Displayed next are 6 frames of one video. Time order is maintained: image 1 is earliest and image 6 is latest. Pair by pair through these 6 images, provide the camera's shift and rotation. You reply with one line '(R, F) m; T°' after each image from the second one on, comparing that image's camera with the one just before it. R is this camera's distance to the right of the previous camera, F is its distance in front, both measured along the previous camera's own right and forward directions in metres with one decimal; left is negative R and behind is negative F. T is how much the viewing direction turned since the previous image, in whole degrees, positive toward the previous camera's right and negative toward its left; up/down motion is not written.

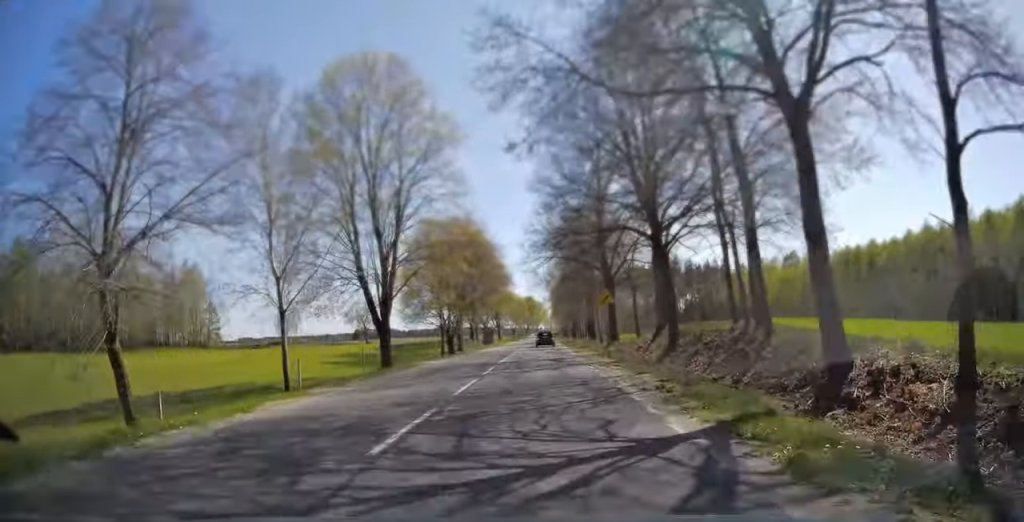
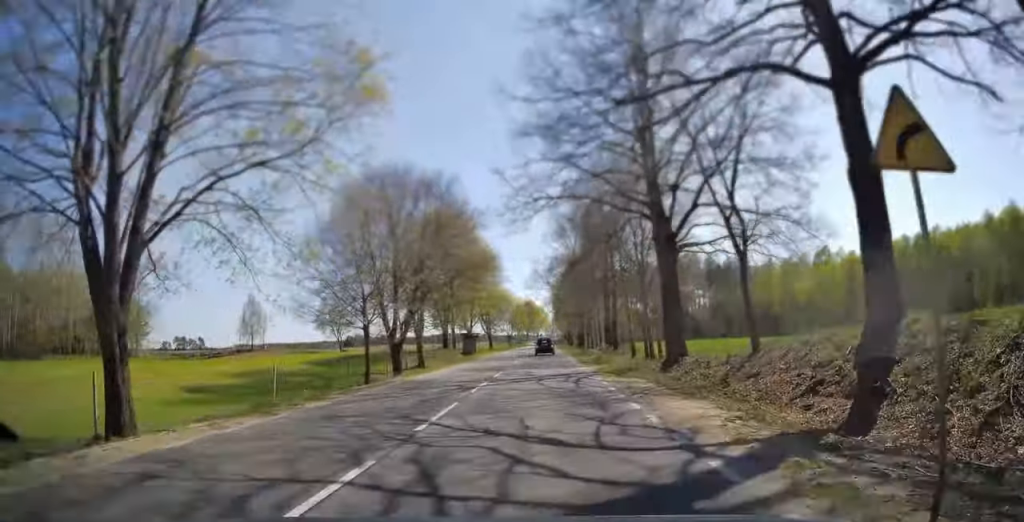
(0.0, +23.4) m; 0°
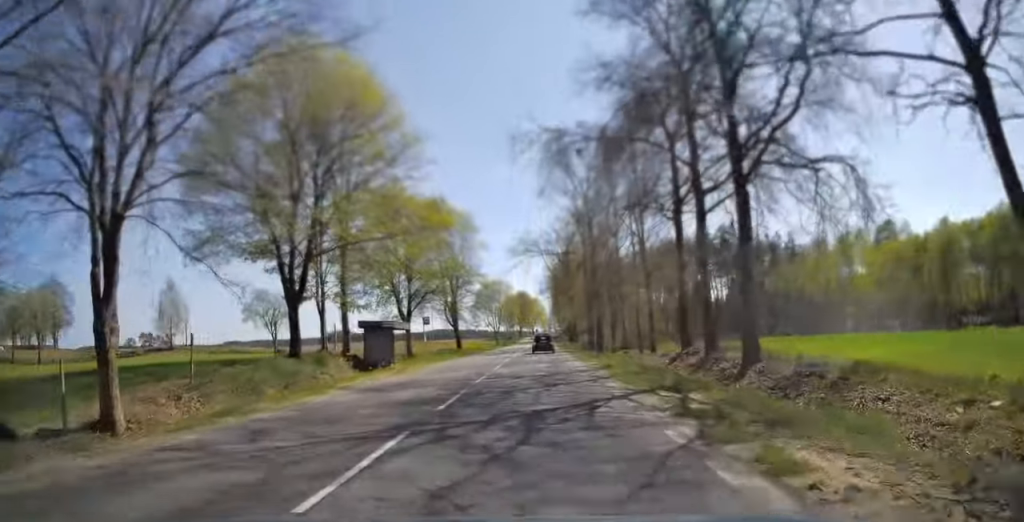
(+0.1, +35.3) m; 0°
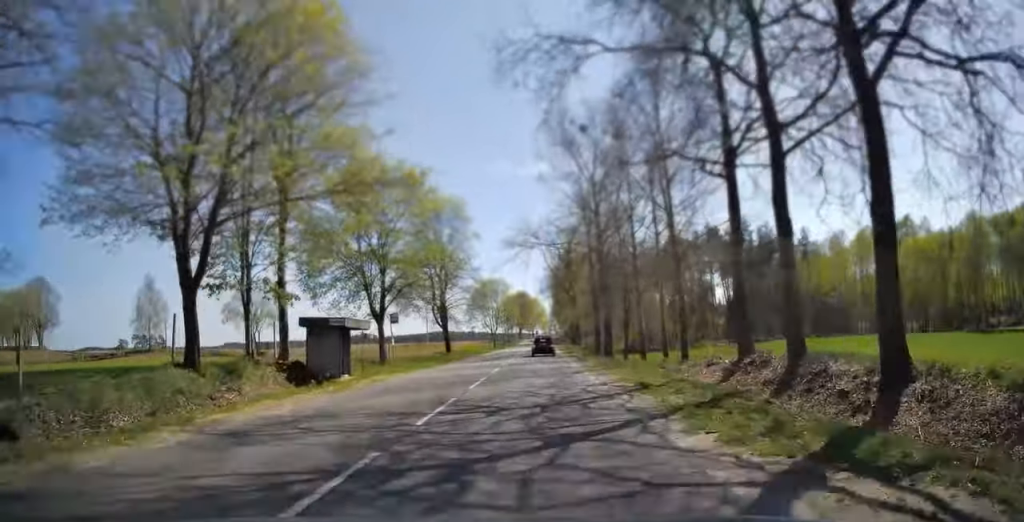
(0.0, +7.7) m; 0°
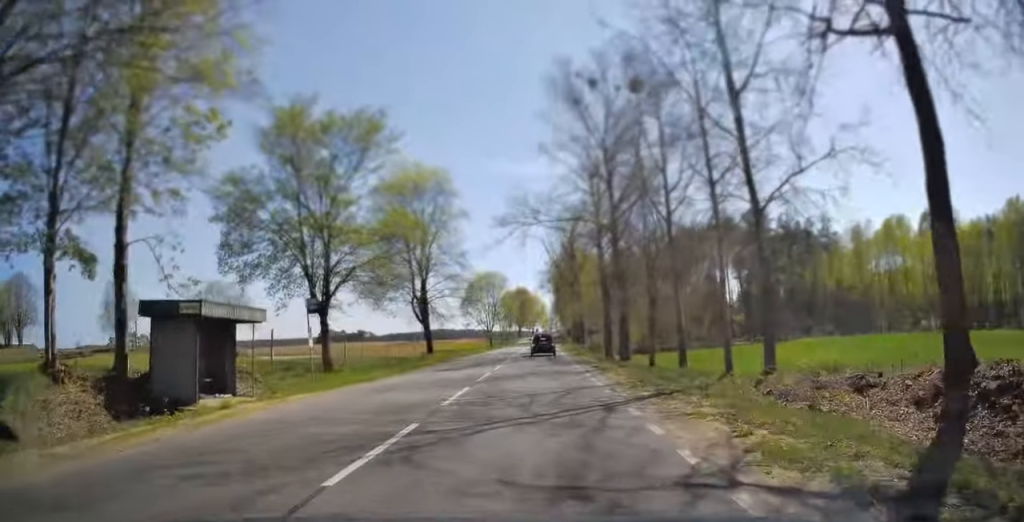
(0.0, +9.8) m; 0°
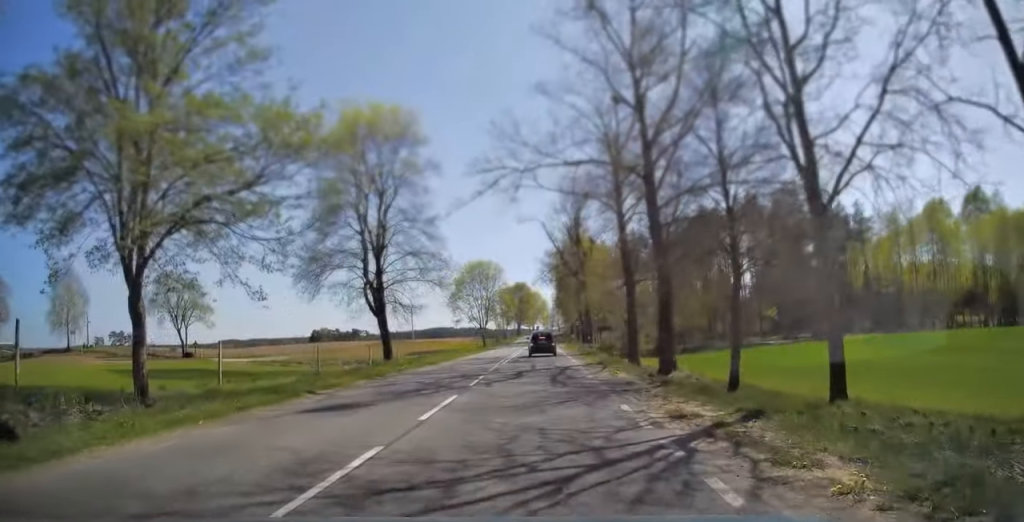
(0.0, +14.2) m; 0°
